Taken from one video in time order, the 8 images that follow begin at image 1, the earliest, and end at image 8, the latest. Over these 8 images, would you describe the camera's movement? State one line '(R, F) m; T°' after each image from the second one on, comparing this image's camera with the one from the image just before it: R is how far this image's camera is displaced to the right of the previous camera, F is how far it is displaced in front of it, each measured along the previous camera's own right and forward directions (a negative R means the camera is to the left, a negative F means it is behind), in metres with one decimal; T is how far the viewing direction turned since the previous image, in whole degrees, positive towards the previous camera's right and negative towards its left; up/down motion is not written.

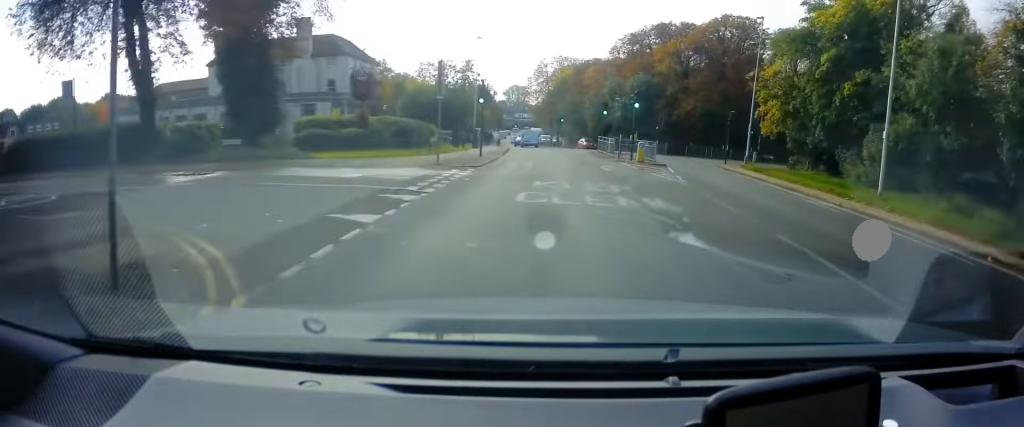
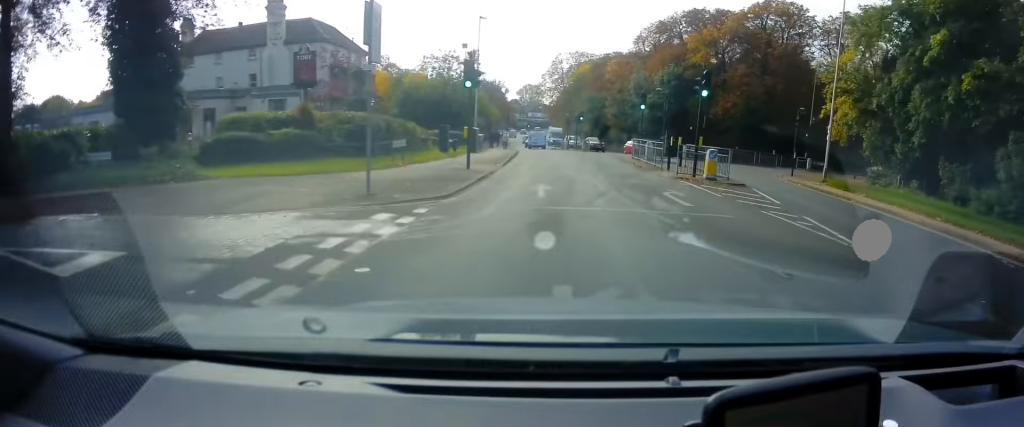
(-0.4, +9.9) m; -3°
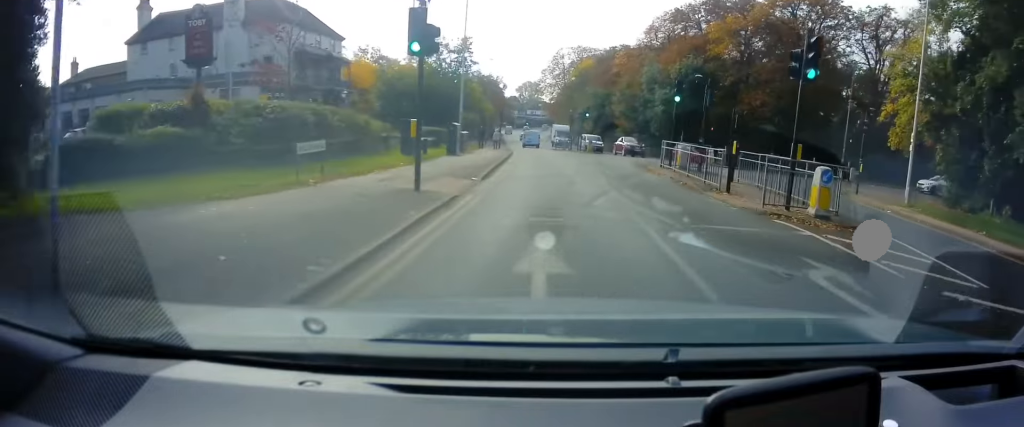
(-0.1, +7.5) m; 0°
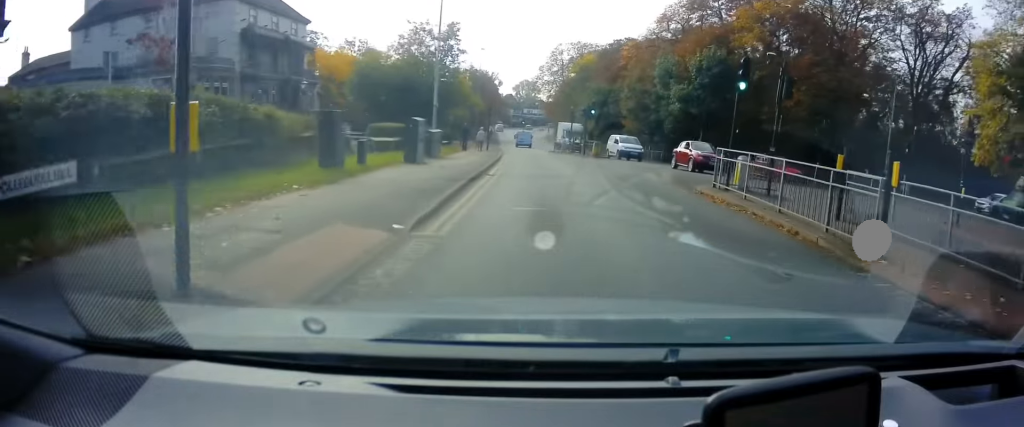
(+0.1, +7.5) m; 0°
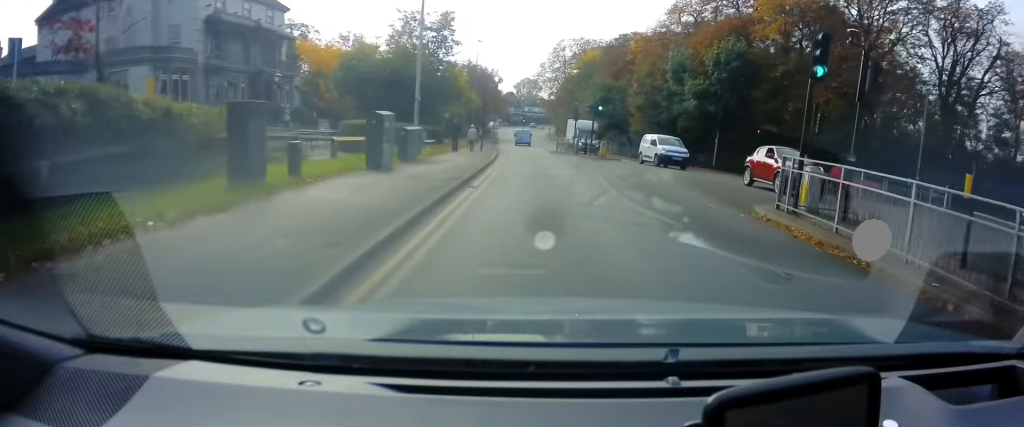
(-0.2, +4.2) m; 0°
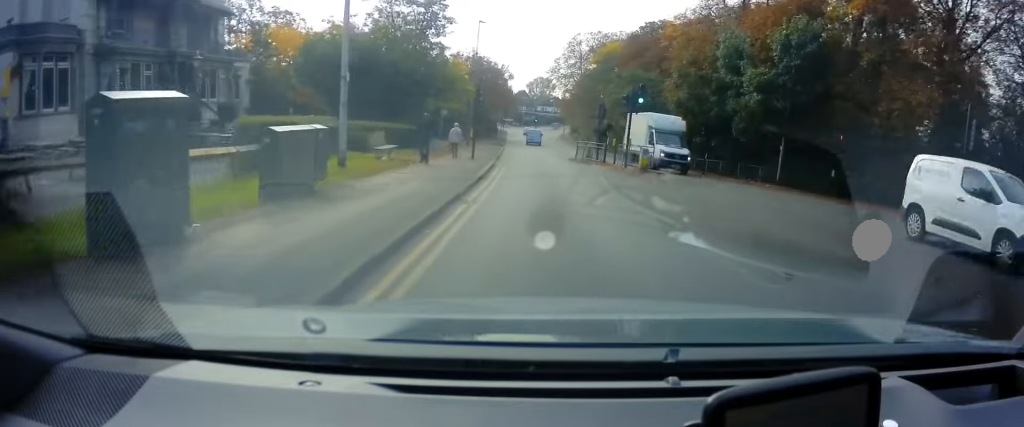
(+0.2, +9.9) m; 0°
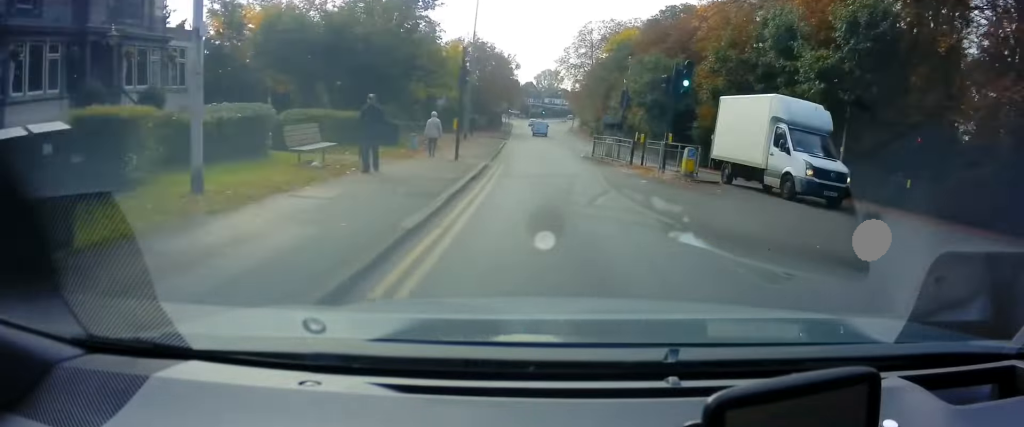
(-0.2, +6.3) m; -1°
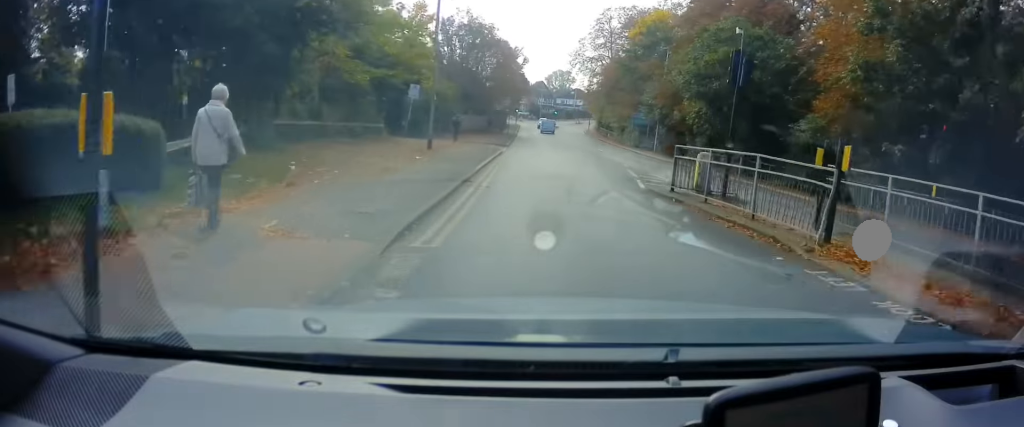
(-0.2, +15.0) m; -1°
